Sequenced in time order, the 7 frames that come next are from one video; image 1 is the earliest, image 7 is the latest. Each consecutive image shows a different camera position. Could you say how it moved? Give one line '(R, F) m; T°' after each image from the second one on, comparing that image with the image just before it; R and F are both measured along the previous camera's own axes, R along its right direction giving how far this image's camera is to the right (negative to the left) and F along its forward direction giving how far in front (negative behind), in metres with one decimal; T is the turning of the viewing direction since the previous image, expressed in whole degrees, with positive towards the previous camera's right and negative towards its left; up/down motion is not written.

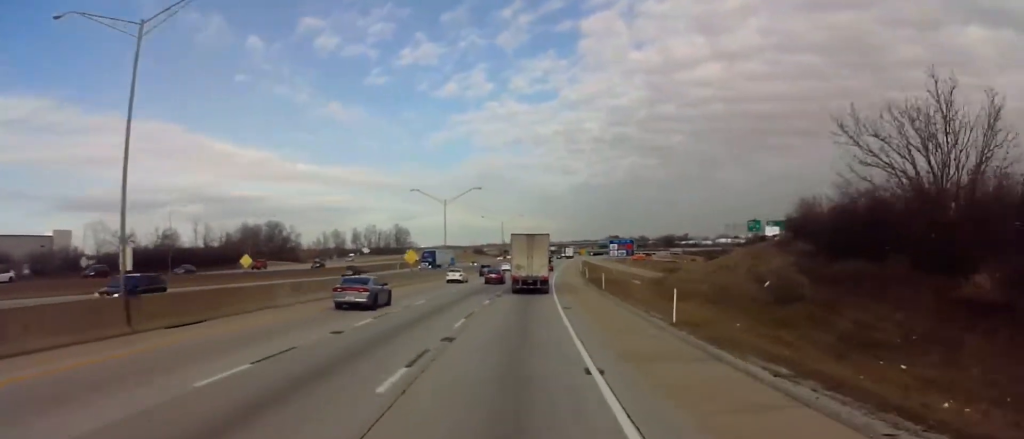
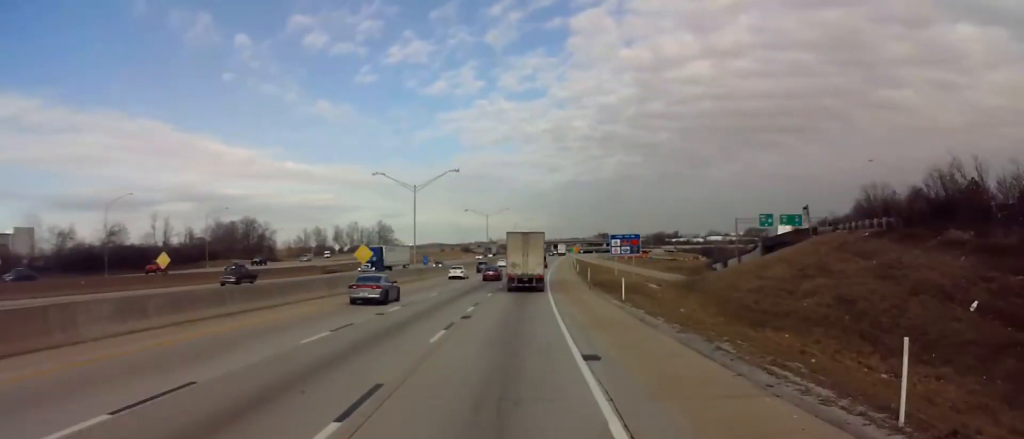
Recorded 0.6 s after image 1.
(+0.6, +17.3) m; +1°
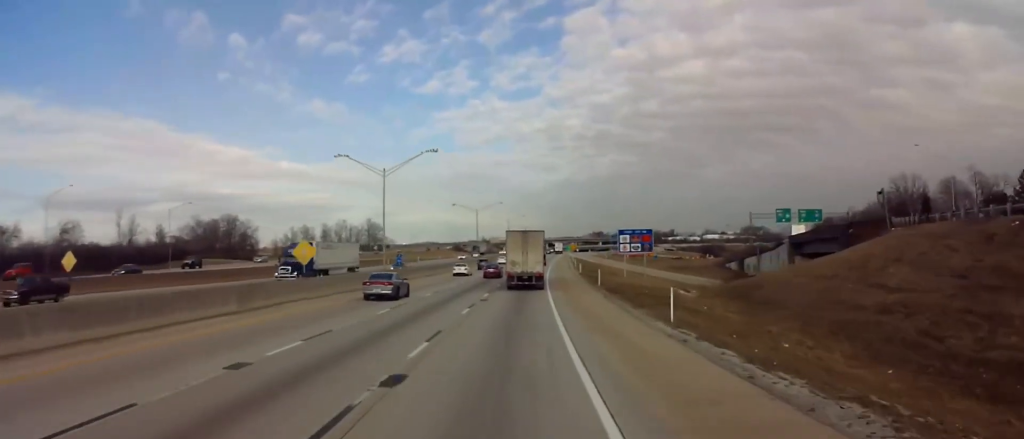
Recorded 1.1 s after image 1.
(+0.3, +14.4) m; +1°
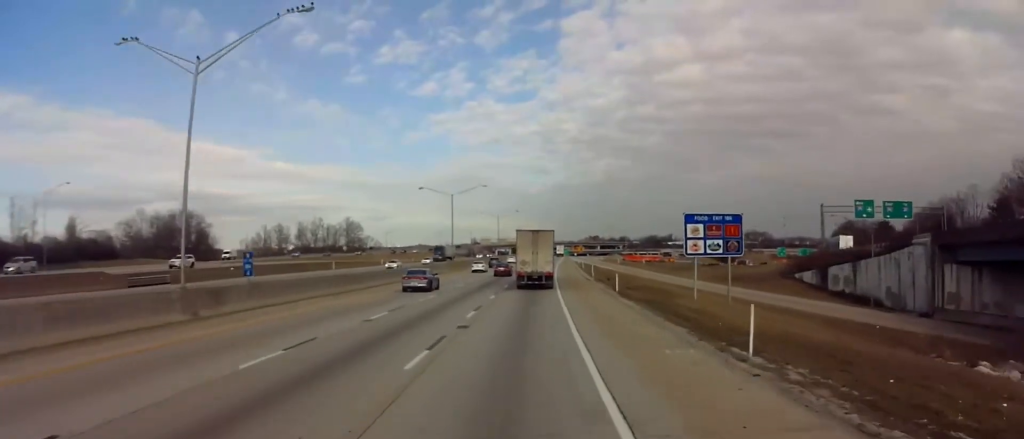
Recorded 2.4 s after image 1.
(0.0, +38.7) m; 0°
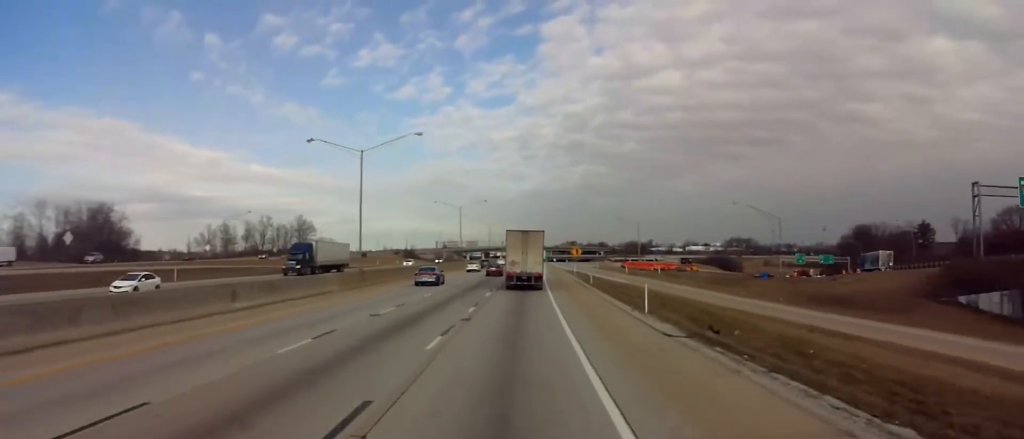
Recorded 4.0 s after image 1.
(+0.3, +45.7) m; +2°
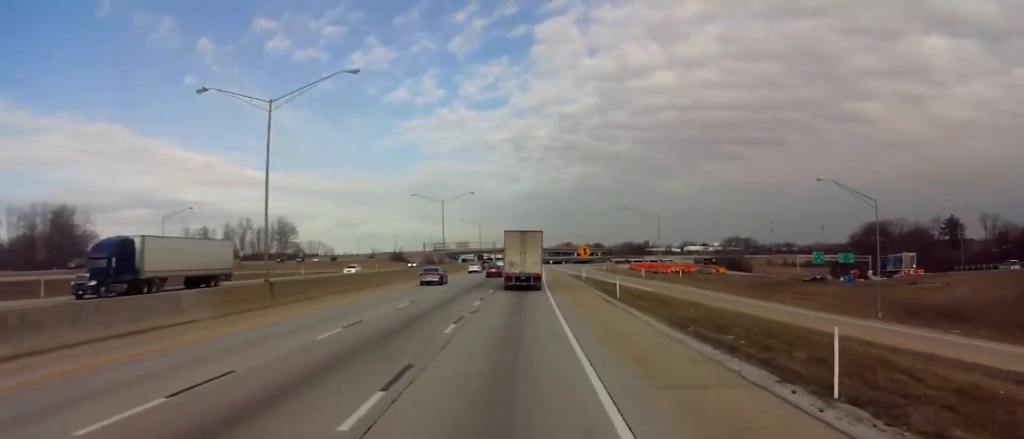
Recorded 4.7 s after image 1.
(+0.3, +20.4) m; +1°
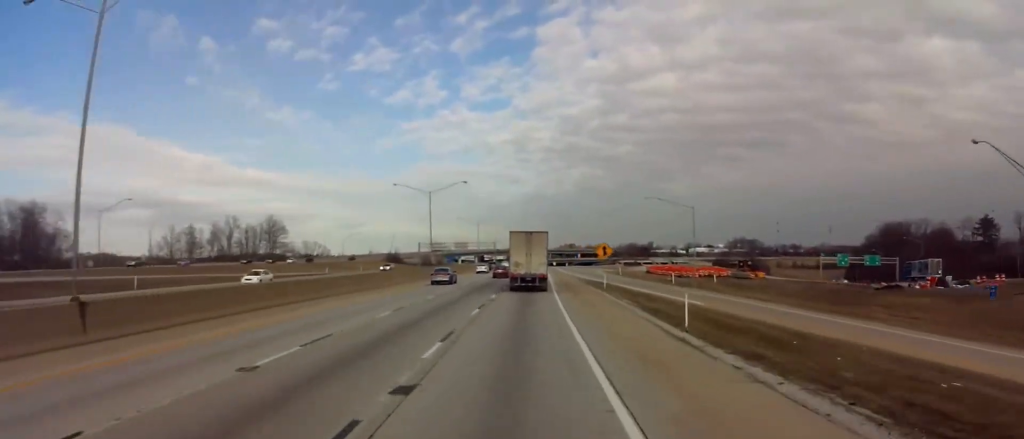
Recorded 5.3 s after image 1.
(+0.1, +17.5) m; +1°
